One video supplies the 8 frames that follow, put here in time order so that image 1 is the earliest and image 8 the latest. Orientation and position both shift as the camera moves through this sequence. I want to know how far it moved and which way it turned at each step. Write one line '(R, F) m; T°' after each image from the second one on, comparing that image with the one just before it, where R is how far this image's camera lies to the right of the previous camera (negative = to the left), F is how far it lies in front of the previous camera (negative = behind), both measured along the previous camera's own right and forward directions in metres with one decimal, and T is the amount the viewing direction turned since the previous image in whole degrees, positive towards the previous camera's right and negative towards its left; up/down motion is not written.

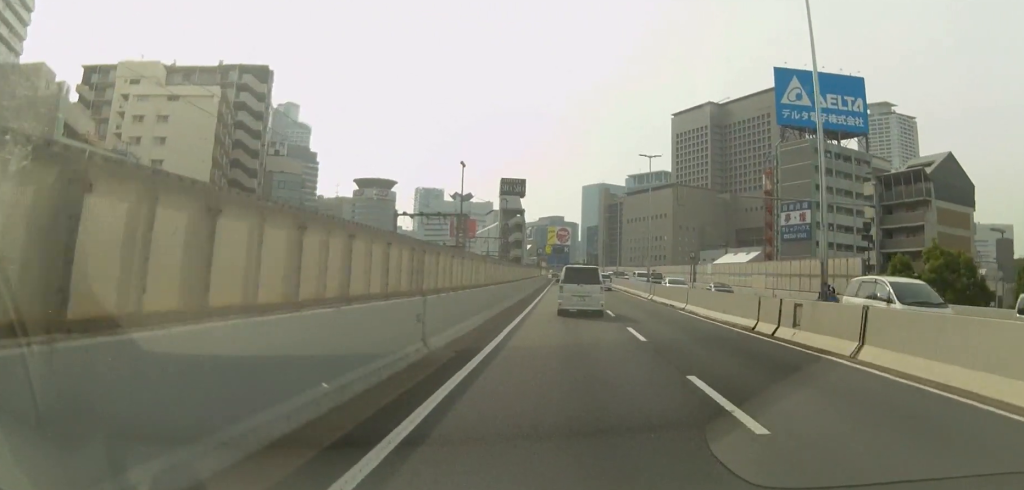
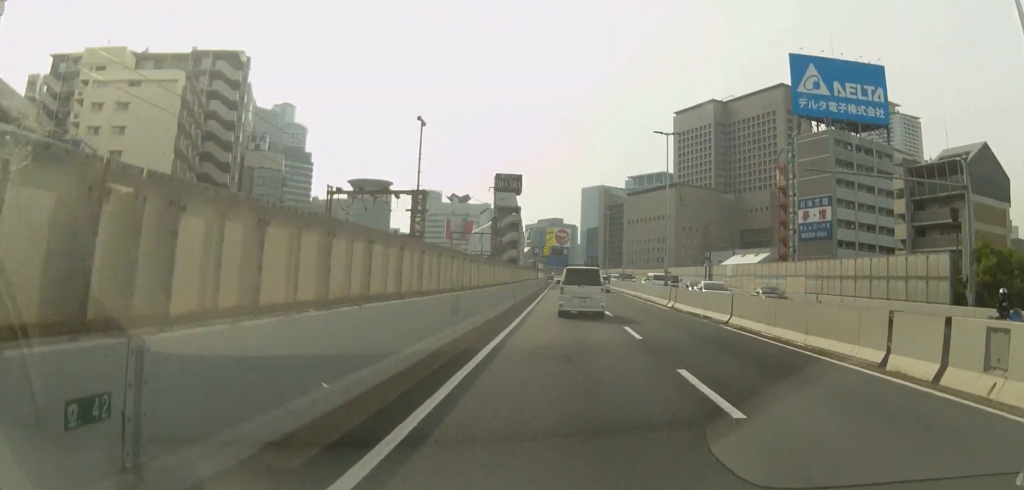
(+0.1, +9.1) m; 0°
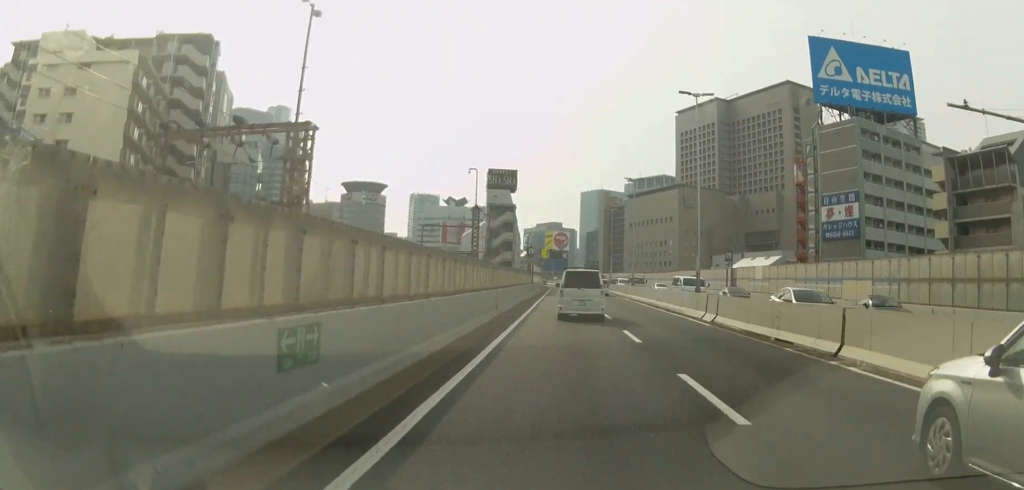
(0.0, +10.3) m; 0°
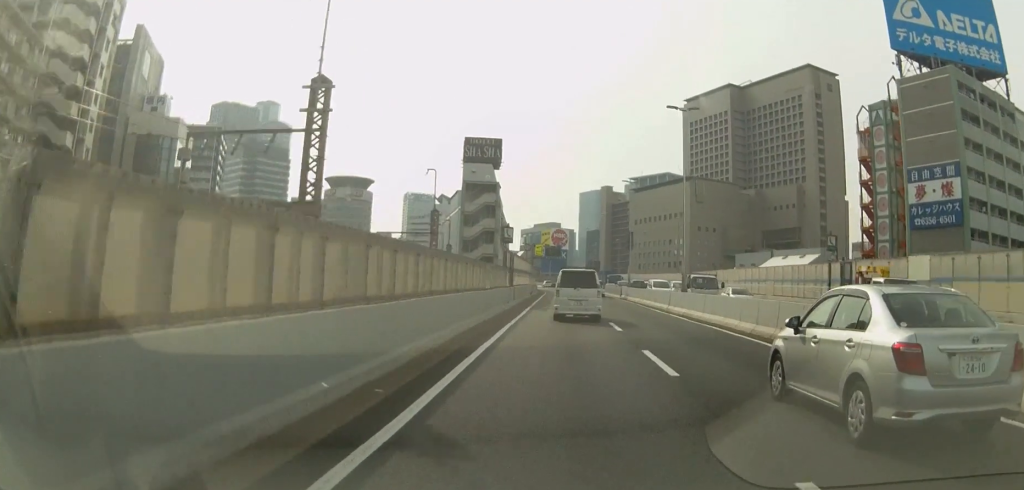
(0.0, +26.3) m; 0°
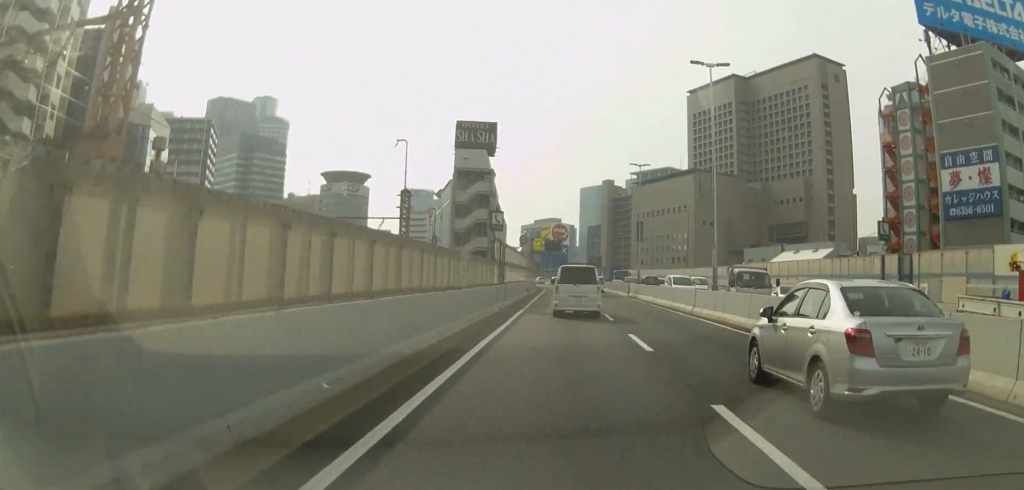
(0.0, +7.1) m; 0°
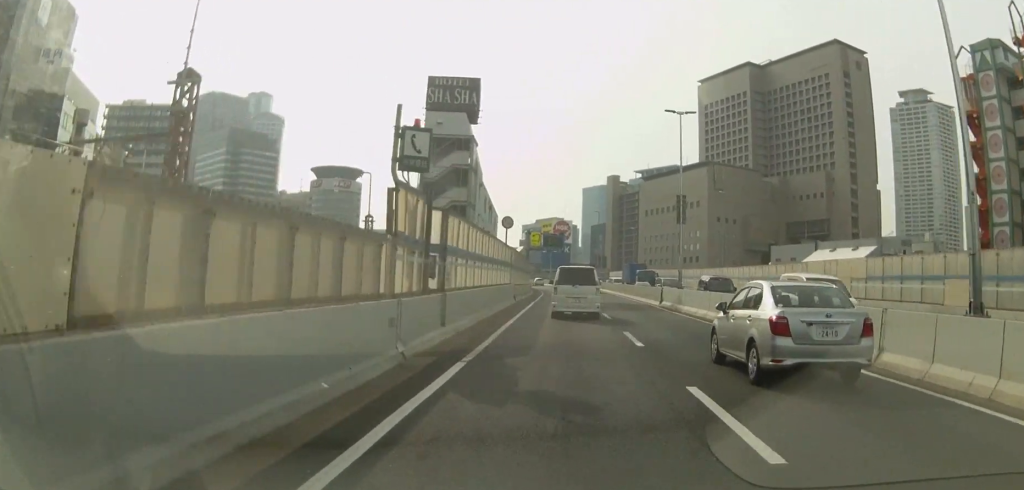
(+0.1, +18.6) m; -1°
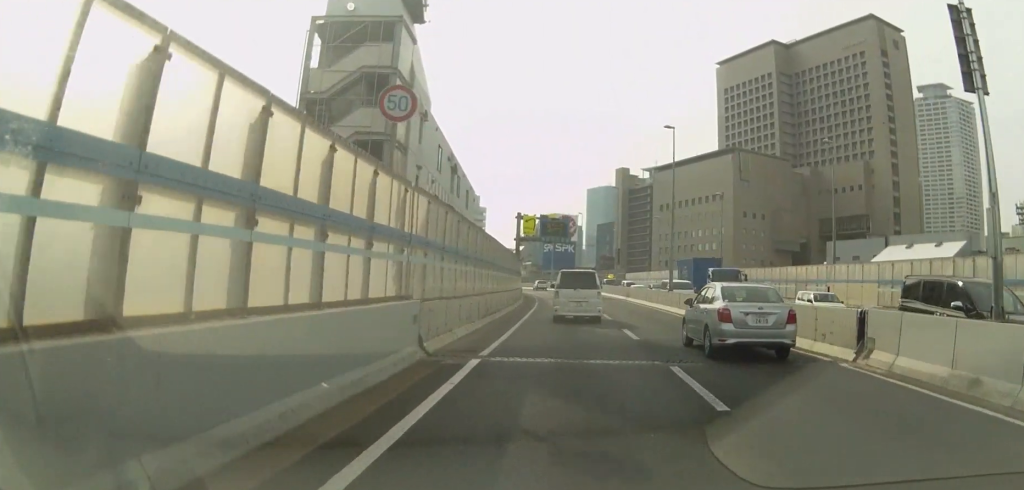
(-0.1, +27.8) m; 0°
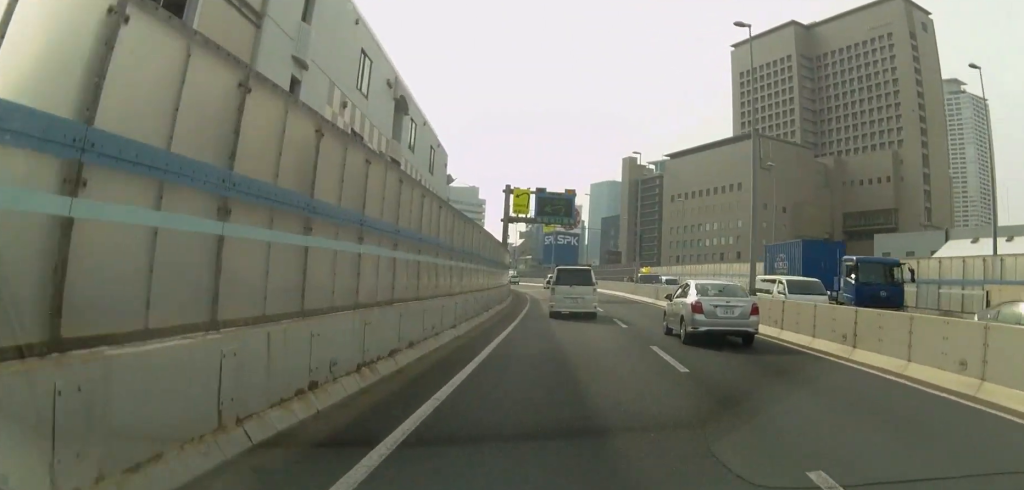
(-0.1, +17.1) m; -1°
